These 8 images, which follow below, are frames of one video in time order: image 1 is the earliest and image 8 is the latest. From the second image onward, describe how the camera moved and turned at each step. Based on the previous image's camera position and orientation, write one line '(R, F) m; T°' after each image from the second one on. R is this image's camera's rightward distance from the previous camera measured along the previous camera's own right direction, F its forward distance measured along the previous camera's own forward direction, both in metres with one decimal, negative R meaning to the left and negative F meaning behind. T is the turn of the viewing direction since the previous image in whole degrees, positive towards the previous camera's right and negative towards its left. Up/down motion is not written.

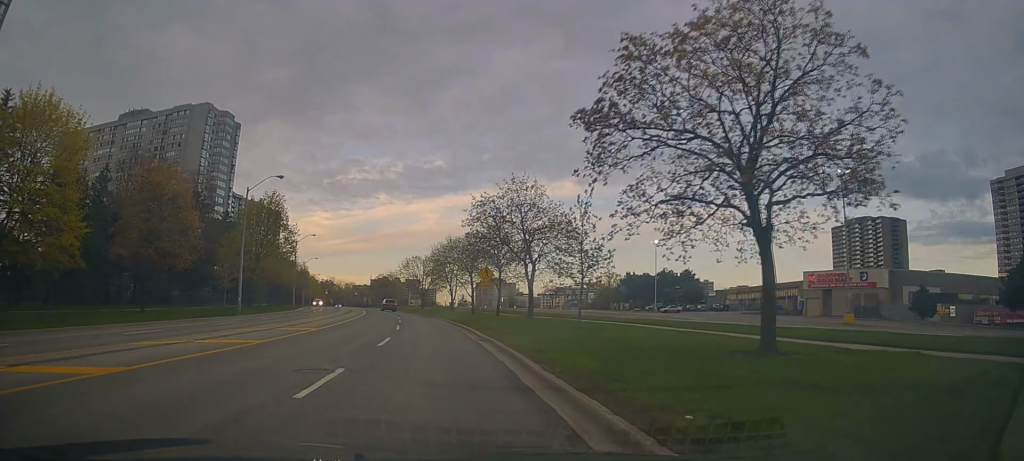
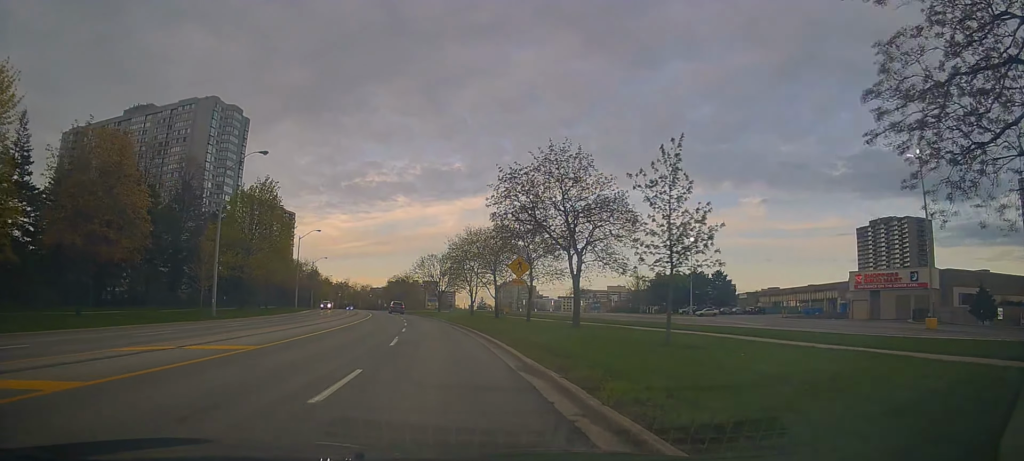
(-0.2, +8.8) m; -1°
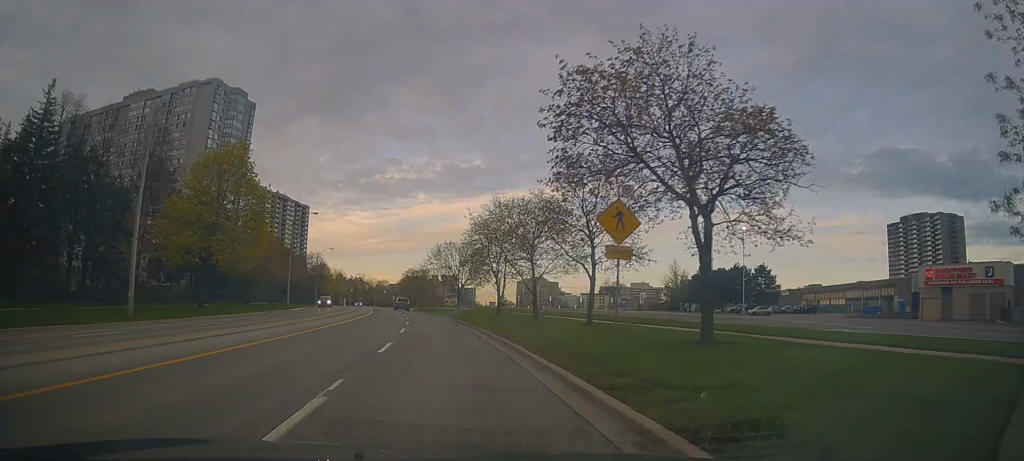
(+0.3, +13.2) m; -1°
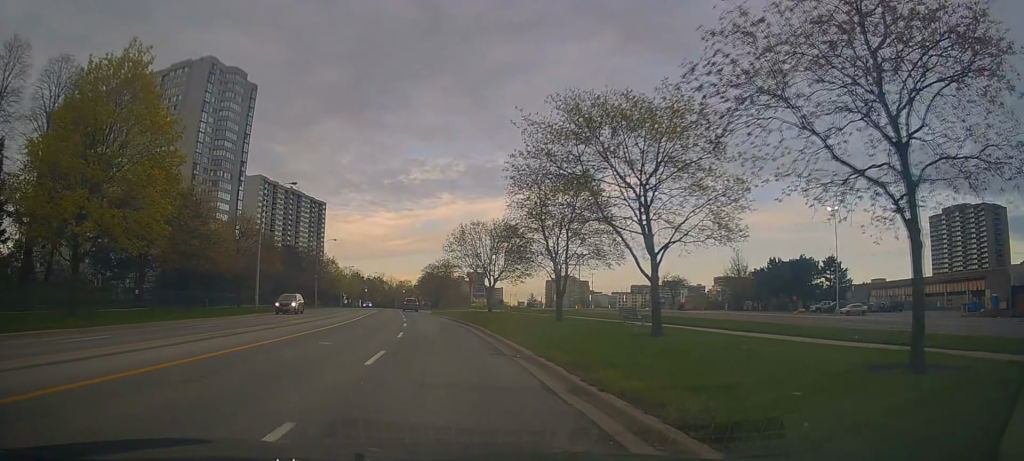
(-1.1, +18.9) m; -6°
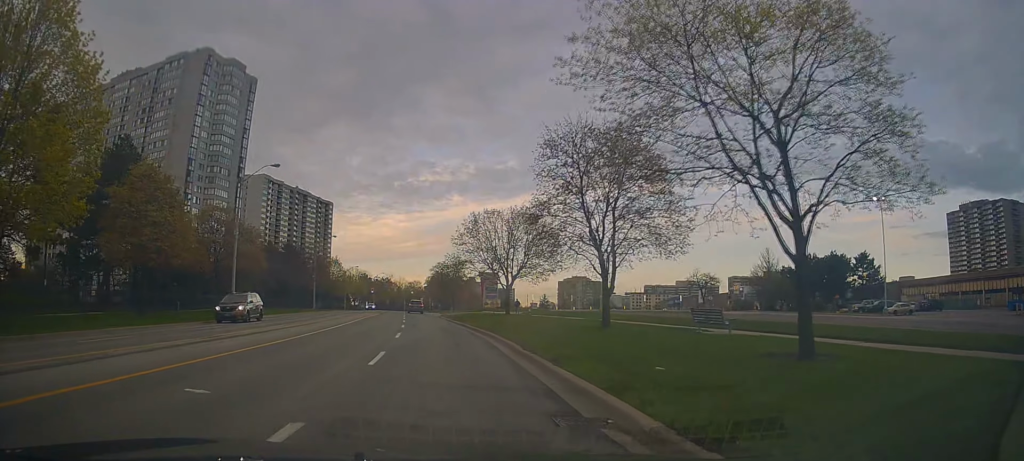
(-0.2, +8.0) m; -2°
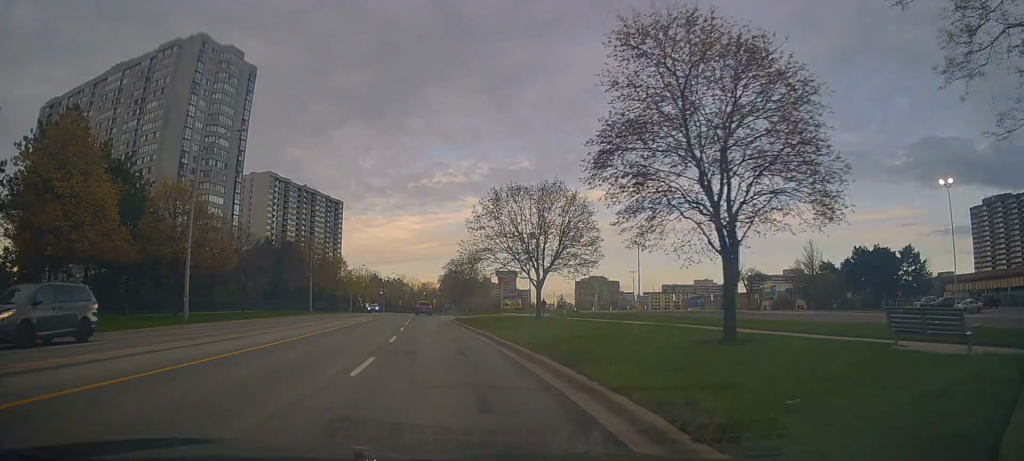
(-0.2, +10.1) m; -2°
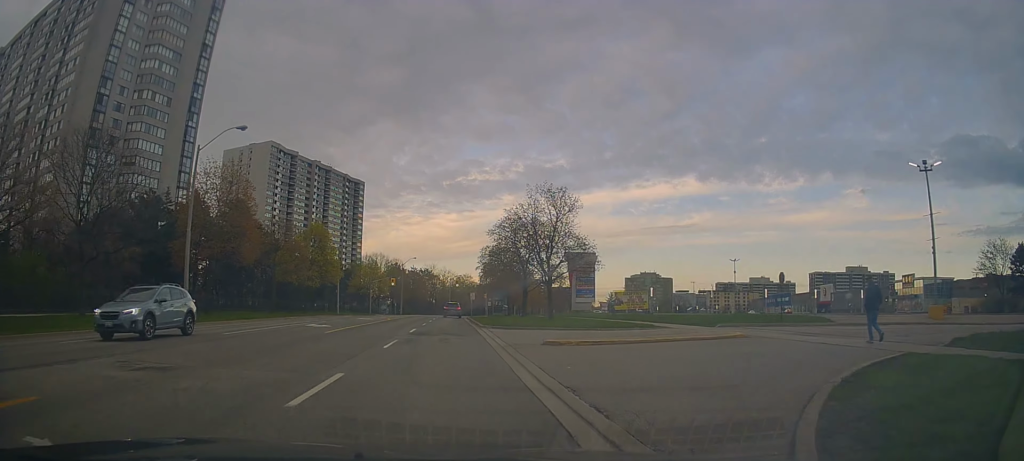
(-1.6, +45.1) m; -5°
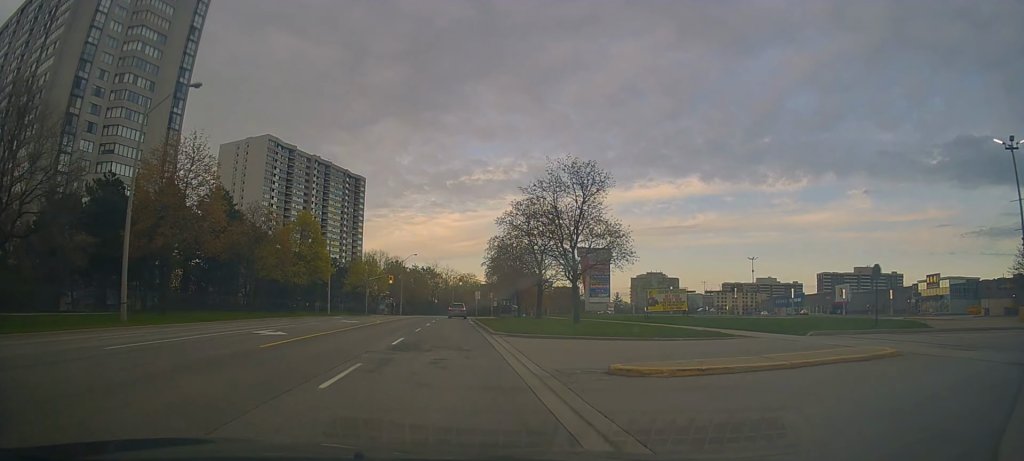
(-0.3, +7.0) m; +1°
